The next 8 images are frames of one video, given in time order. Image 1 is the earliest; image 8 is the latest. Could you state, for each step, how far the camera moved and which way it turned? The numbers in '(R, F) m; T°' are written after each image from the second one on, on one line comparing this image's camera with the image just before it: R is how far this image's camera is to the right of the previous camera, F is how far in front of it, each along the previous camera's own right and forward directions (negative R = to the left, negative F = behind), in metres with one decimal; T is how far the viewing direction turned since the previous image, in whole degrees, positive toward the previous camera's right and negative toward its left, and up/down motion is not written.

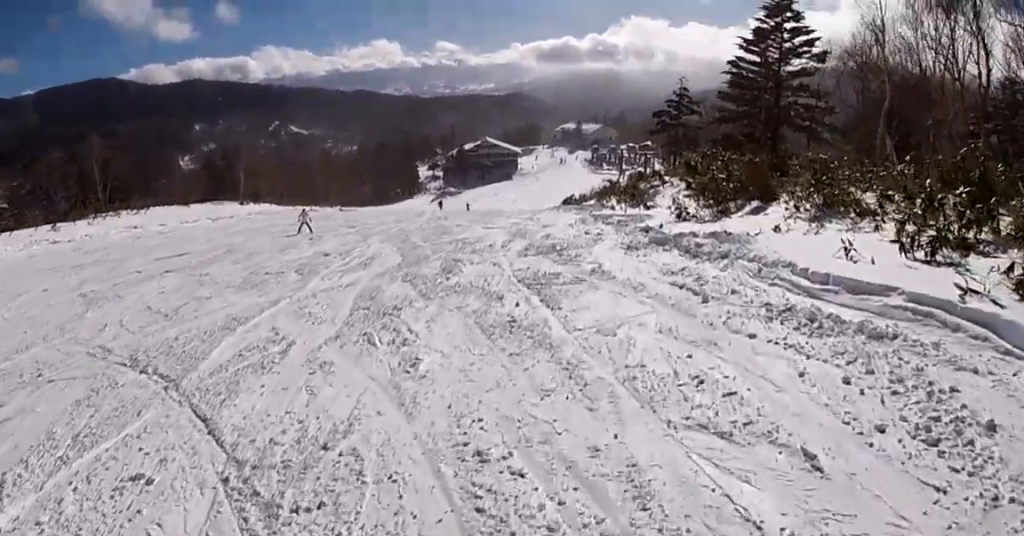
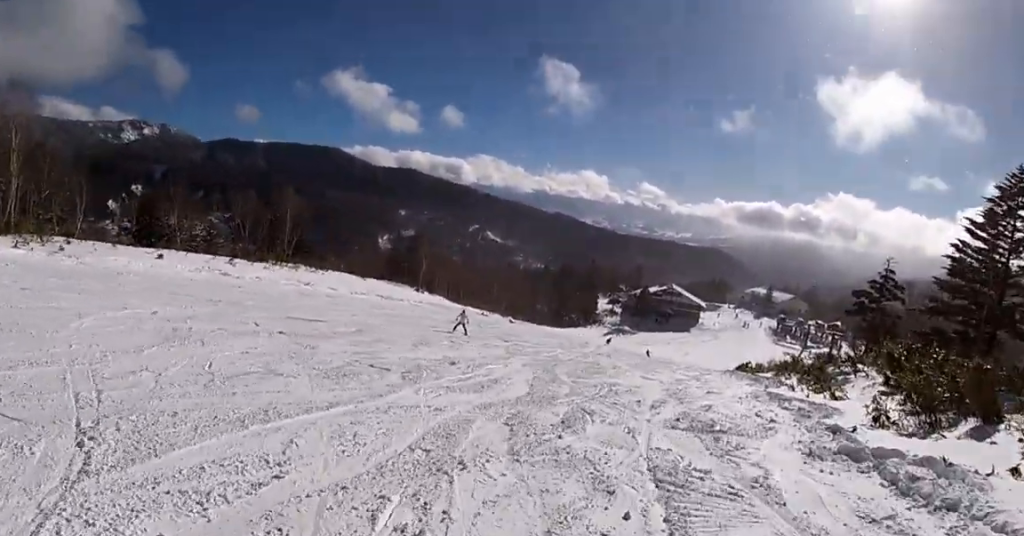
(-0.1, +2.6) m; -7°
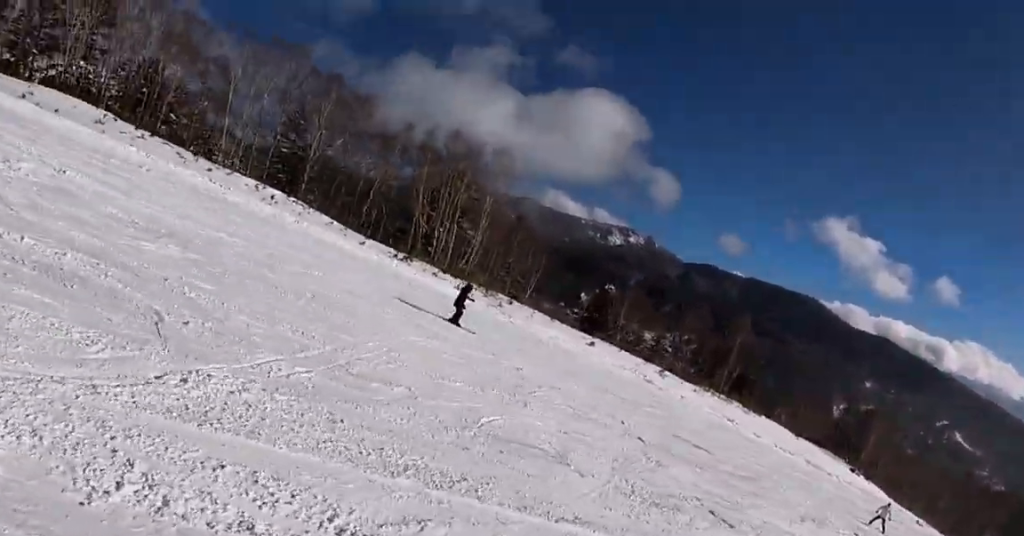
(+0.1, +3.0) m; -8°
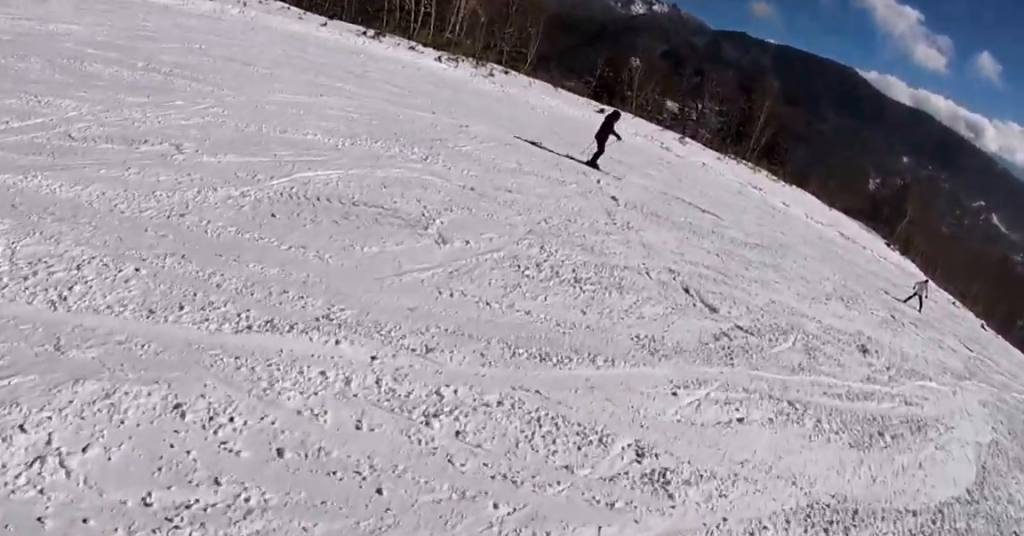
(-0.5, +3.1) m; -10°
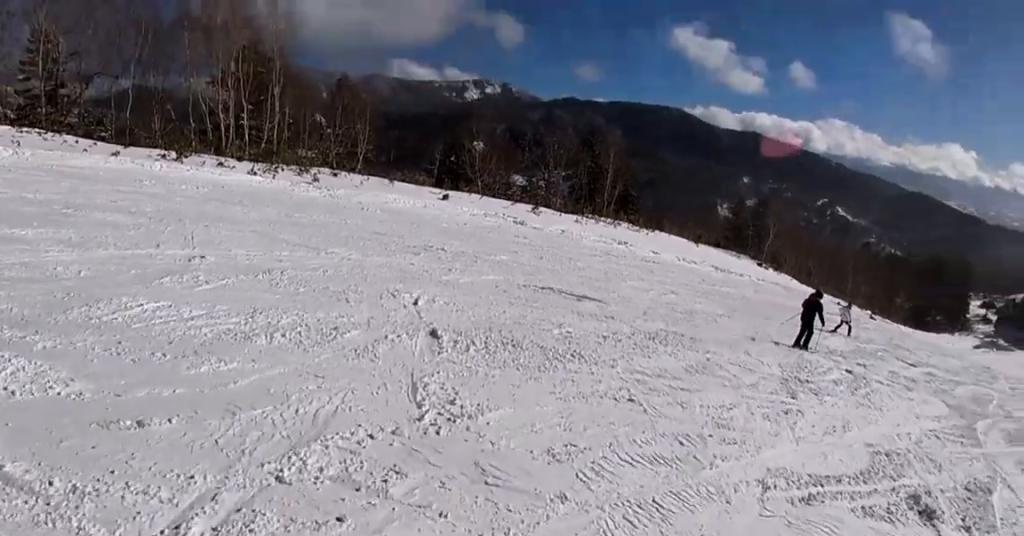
(-0.6, +4.8) m; +2°
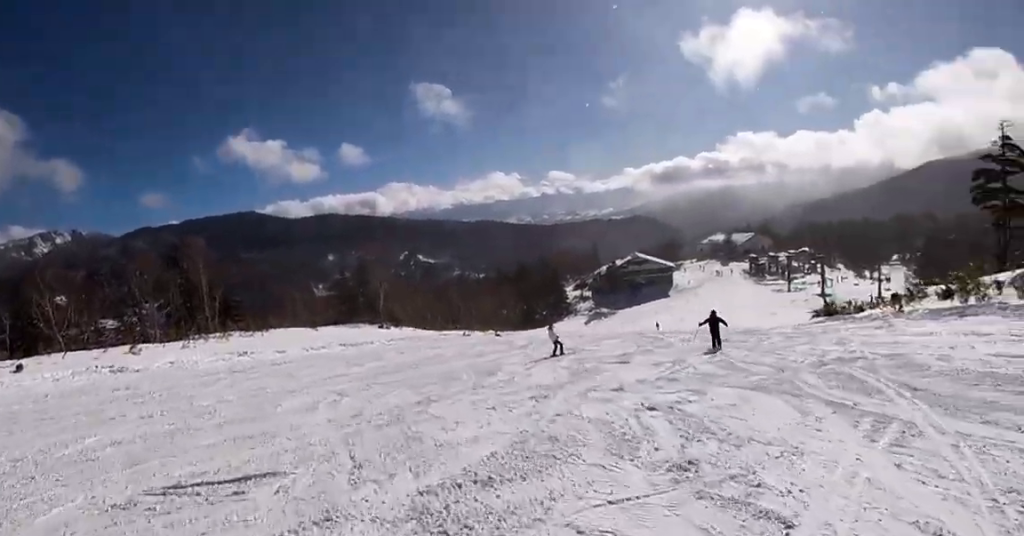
(+1.2, +5.2) m; +37°
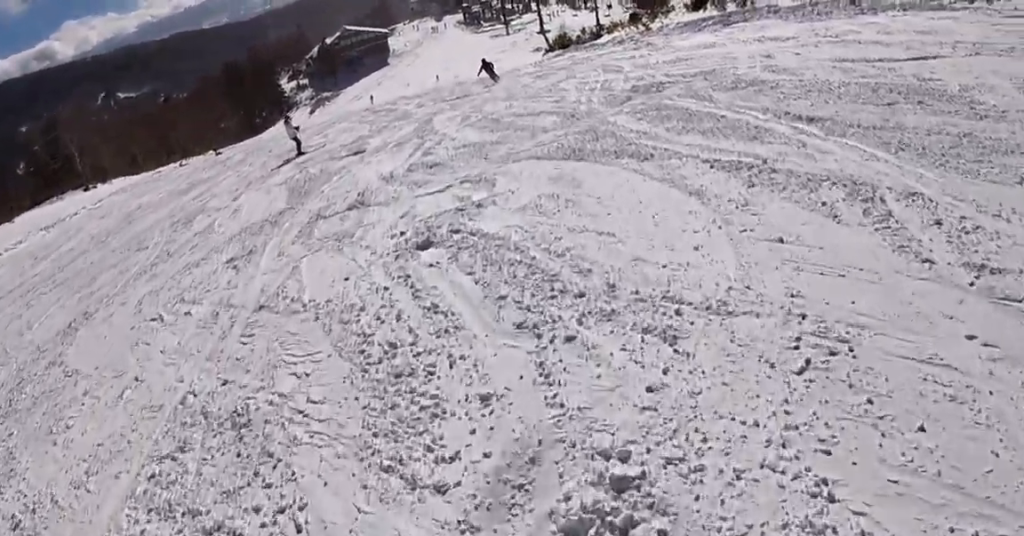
(+1.2, +4.4) m; +10°
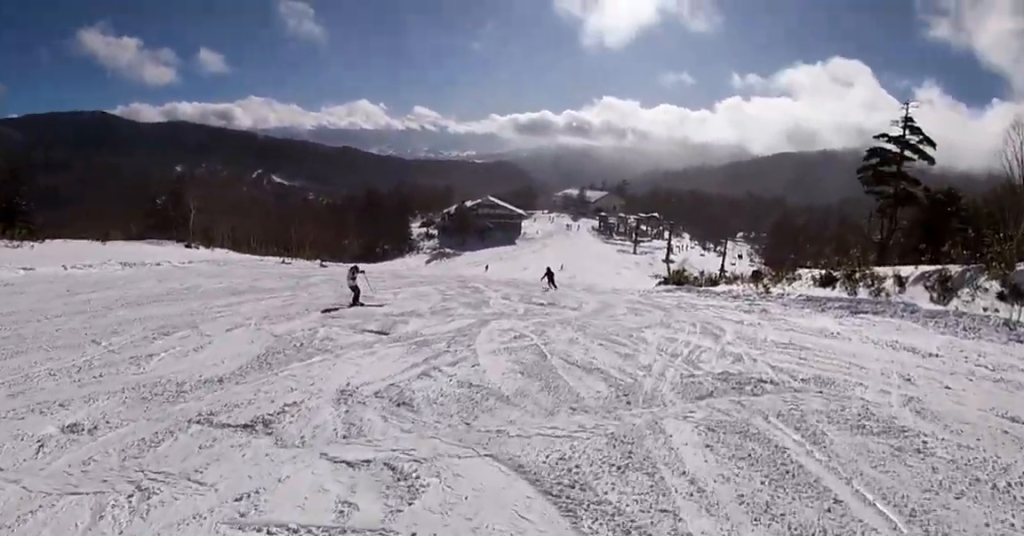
(-0.3, +3.6) m; -13°
